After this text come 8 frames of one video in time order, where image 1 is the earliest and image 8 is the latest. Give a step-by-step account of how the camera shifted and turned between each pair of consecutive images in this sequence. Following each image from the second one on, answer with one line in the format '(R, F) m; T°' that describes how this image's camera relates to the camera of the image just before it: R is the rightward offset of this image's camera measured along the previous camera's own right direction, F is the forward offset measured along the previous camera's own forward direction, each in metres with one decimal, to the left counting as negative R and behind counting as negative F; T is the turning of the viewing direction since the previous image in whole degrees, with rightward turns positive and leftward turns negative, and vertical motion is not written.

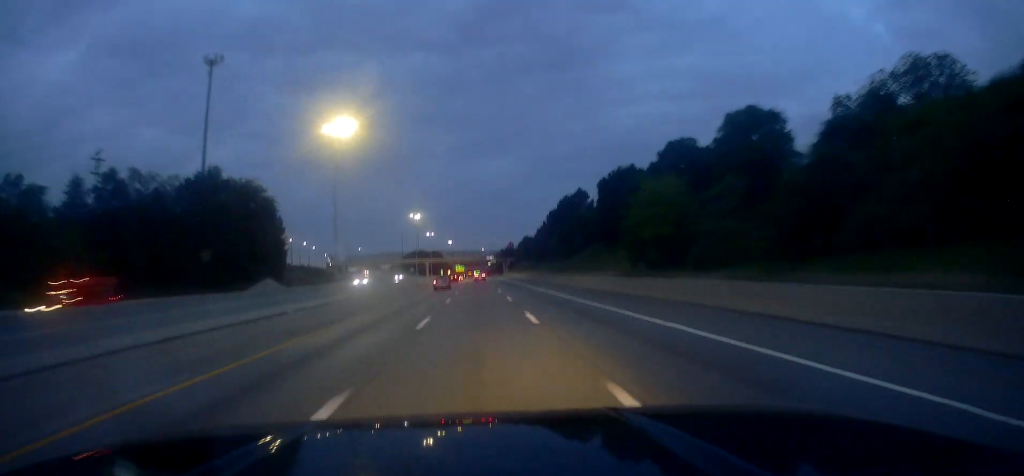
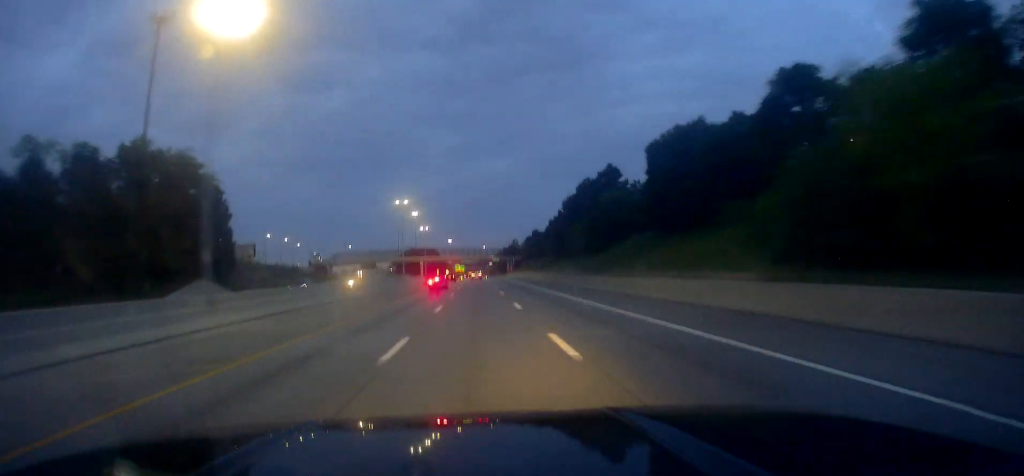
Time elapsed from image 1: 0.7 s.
(-0.5, +23.1) m; 0°
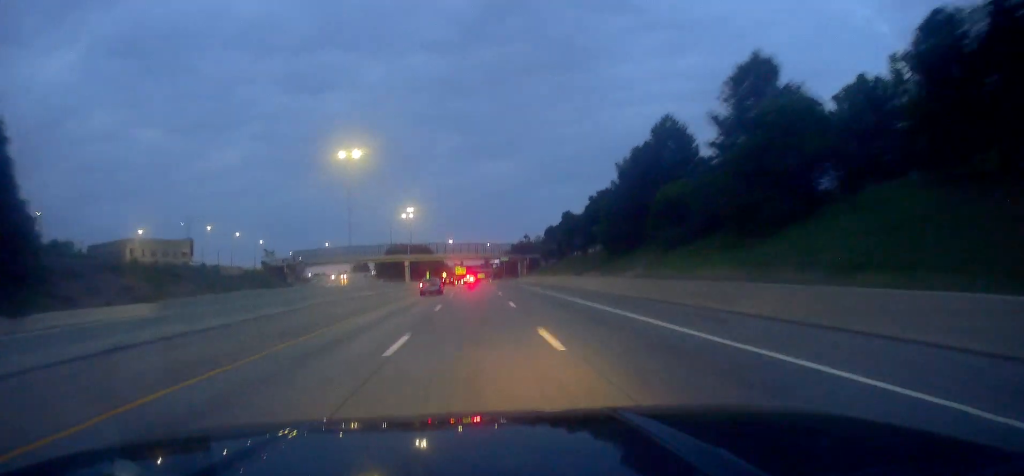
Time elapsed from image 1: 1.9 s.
(+0.4, +43.6) m; 0°
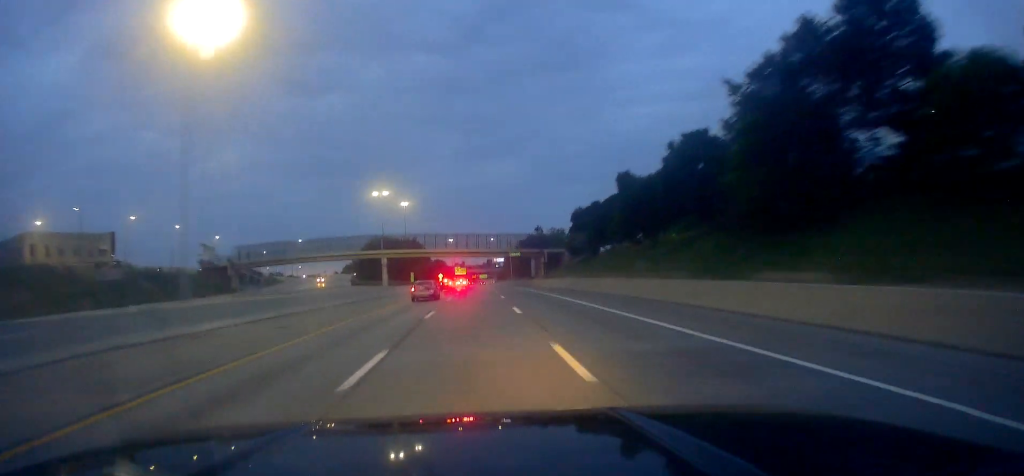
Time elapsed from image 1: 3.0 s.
(-0.3, +35.5) m; 0°
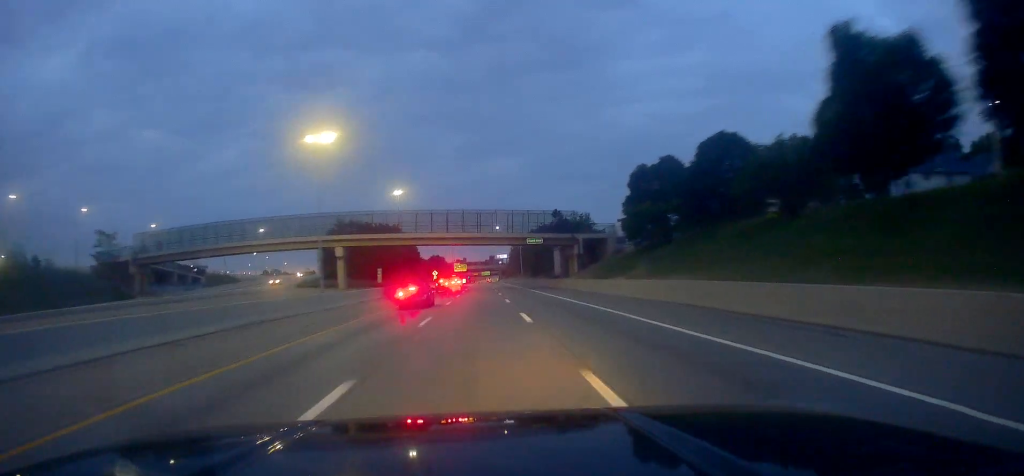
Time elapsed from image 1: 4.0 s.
(+0.2, +34.3) m; 0°
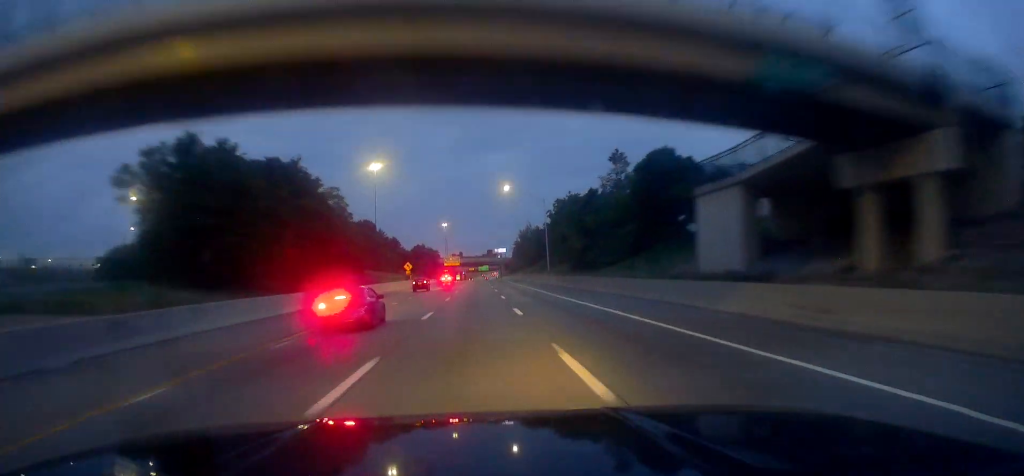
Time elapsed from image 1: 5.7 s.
(-0.6, +58.2) m; 0°
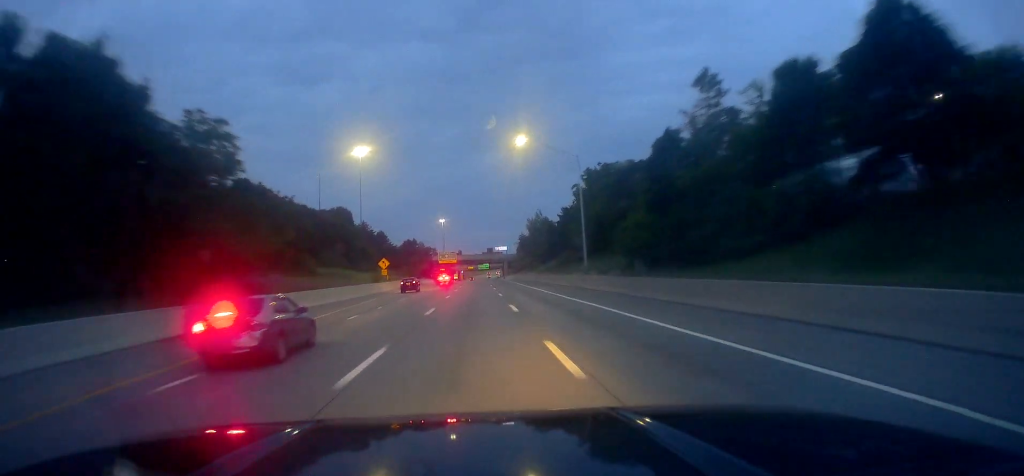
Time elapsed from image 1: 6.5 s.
(+0.4, +28.6) m; +1°
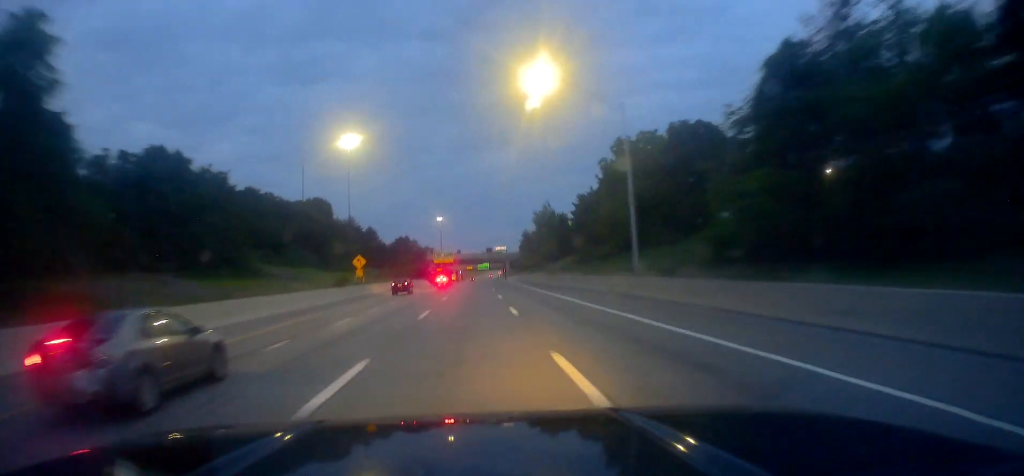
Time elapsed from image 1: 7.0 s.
(0.0, +17.1) m; 0°
